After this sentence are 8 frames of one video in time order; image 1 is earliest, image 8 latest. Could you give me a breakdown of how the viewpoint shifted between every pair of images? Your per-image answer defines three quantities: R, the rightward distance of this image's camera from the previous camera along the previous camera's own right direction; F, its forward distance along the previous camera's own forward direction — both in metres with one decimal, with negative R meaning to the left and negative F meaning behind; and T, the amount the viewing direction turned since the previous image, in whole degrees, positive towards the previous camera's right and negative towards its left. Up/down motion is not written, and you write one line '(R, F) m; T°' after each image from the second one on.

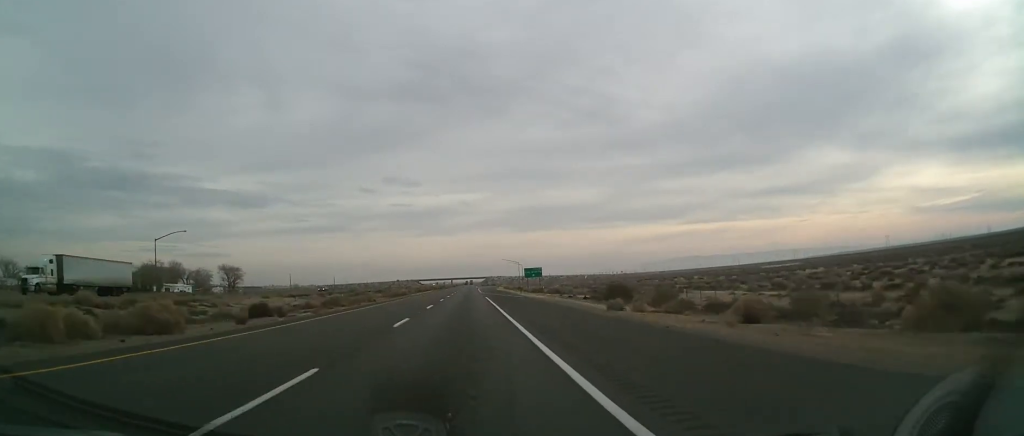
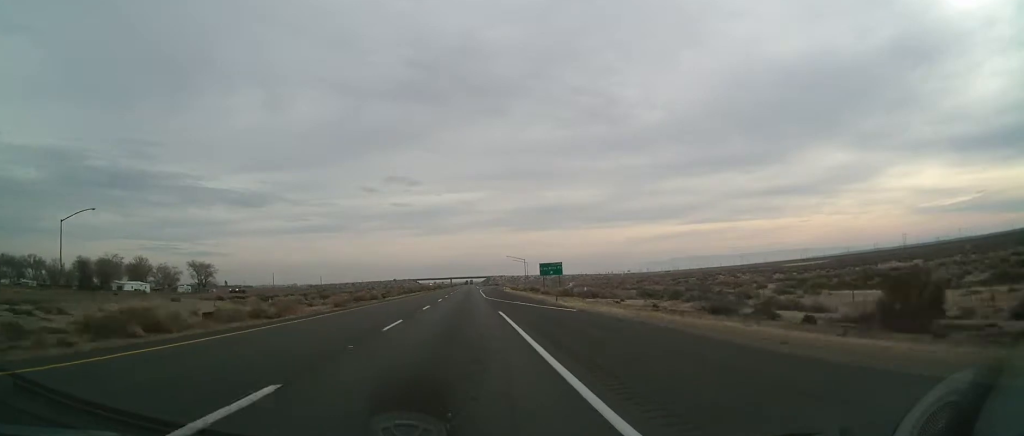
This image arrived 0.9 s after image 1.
(+0.4, +30.7) m; +1°
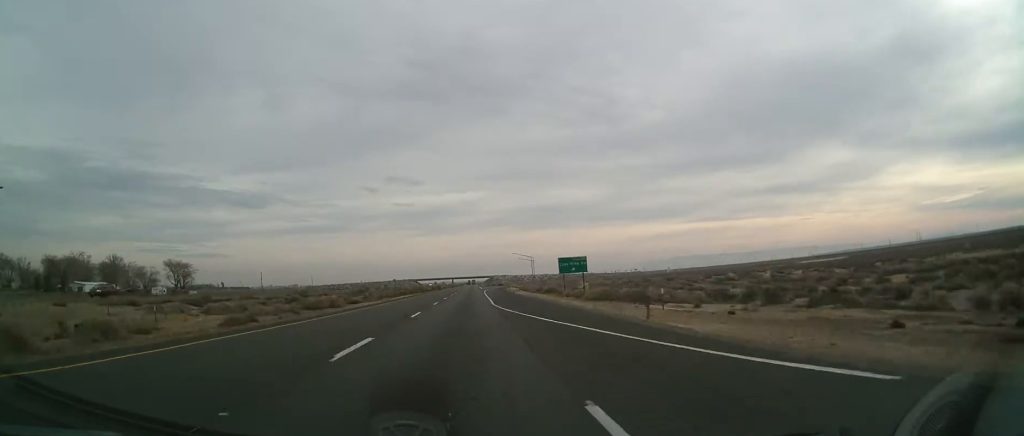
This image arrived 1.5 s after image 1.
(0.0, +21.2) m; -1°
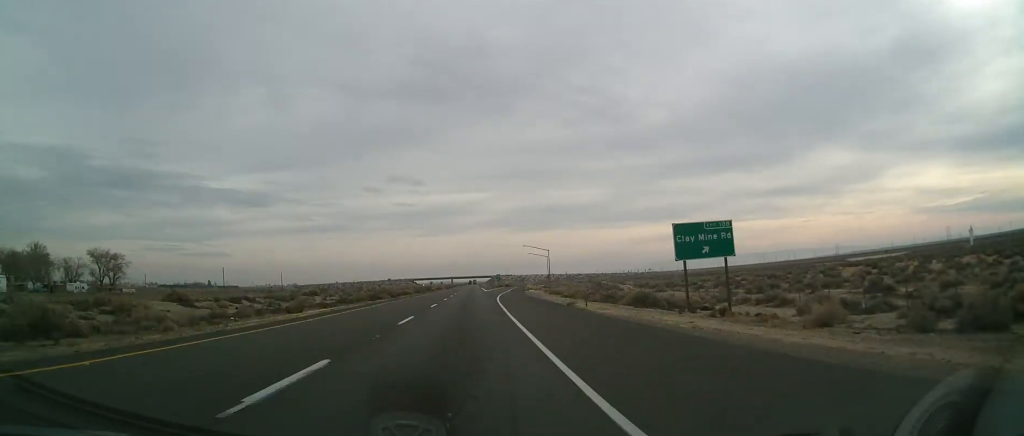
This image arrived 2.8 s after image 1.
(-0.6, +48.5) m; 0°
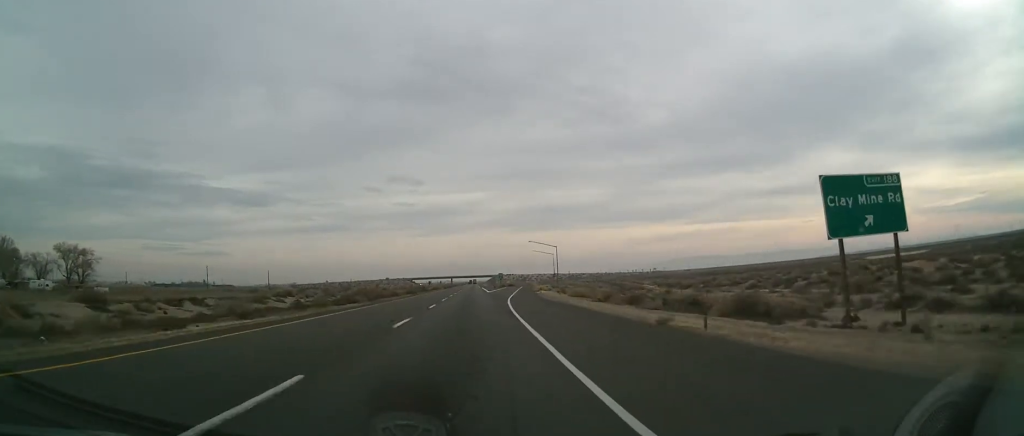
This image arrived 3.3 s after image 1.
(+0.2, +16.6) m; 0°
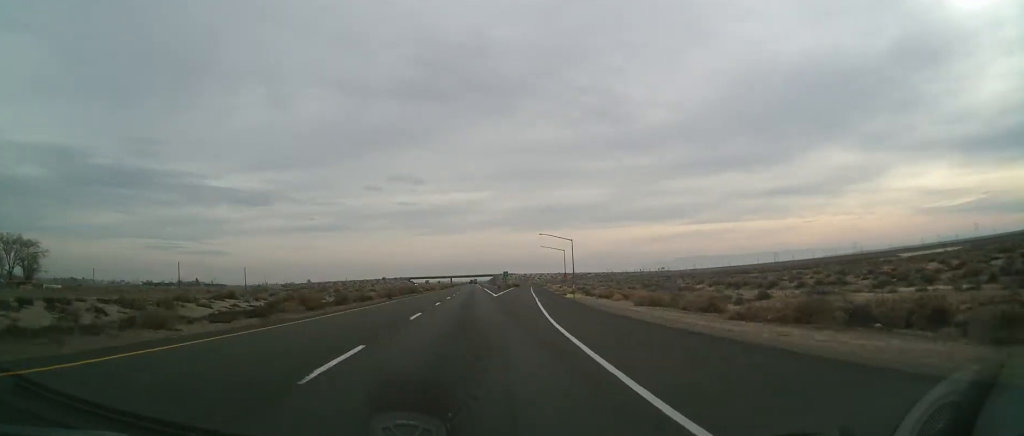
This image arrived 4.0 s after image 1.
(+0.2, +24.9) m; 0°
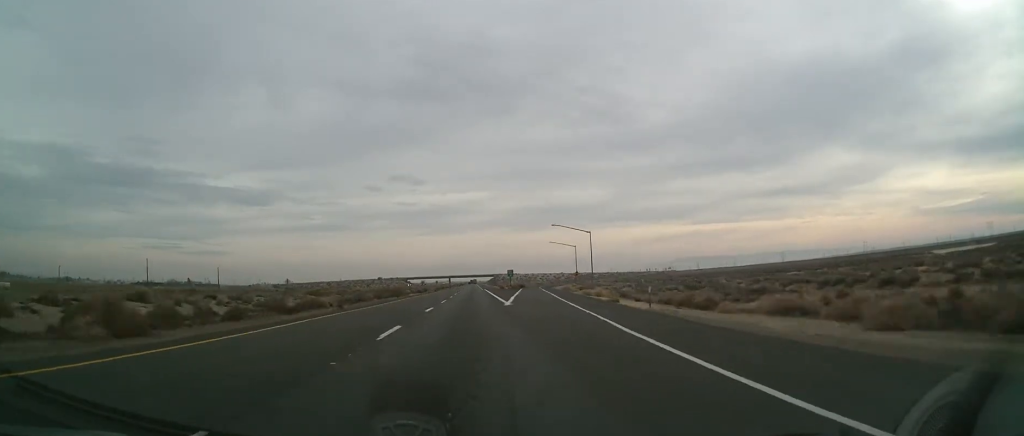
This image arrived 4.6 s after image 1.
(0.0, +22.5) m; 0°
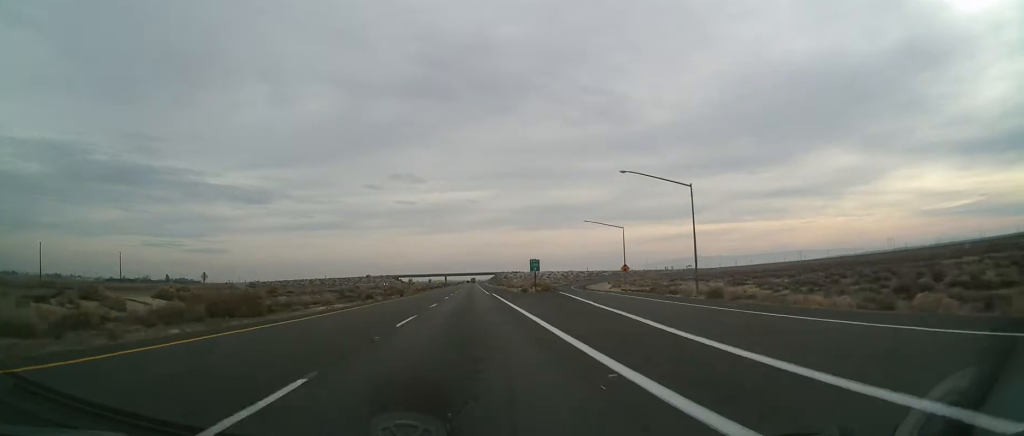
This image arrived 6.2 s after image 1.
(-0.1, +55.6) m; 0°
